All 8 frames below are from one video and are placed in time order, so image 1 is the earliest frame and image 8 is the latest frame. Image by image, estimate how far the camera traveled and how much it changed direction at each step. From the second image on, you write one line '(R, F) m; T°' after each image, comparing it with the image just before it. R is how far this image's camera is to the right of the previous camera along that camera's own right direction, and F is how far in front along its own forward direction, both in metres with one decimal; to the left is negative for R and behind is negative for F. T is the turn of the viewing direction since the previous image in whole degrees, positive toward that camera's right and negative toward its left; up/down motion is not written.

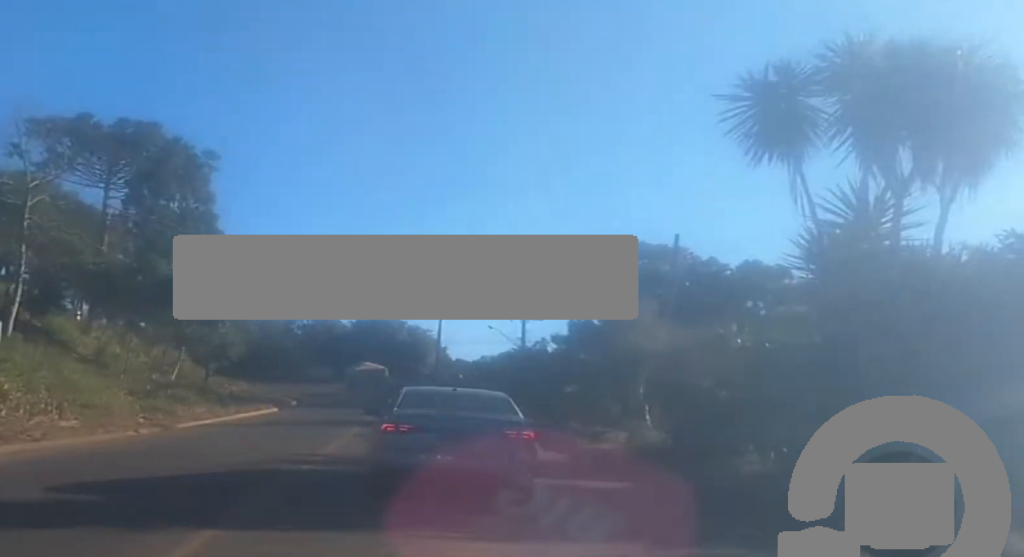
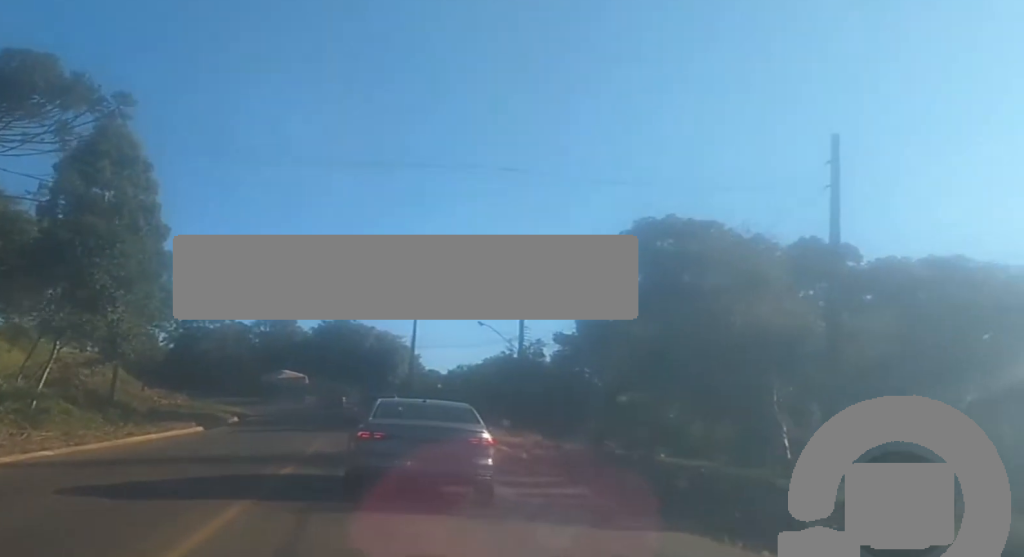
(+0.3, +15.4) m; +3°
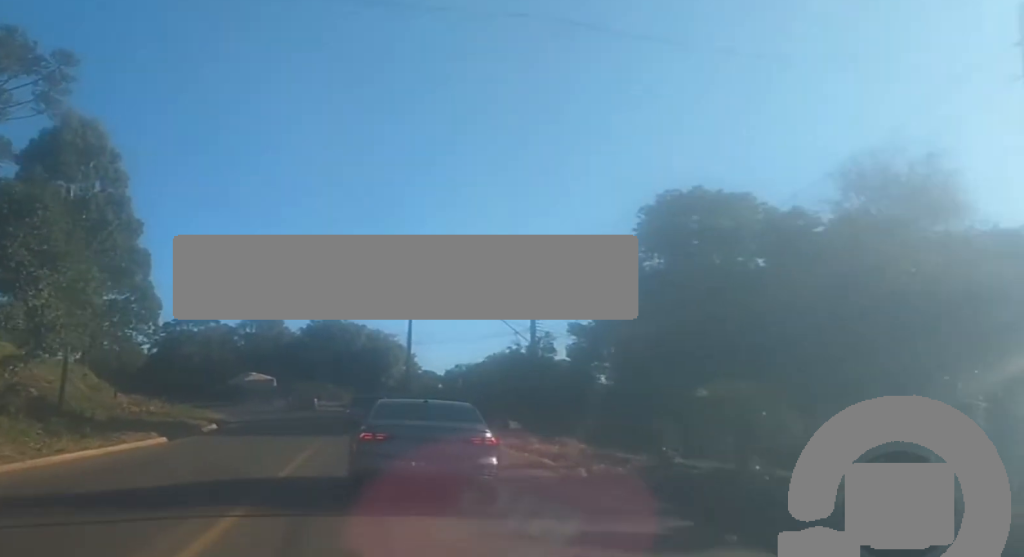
(+0.1, +7.1) m; +1°
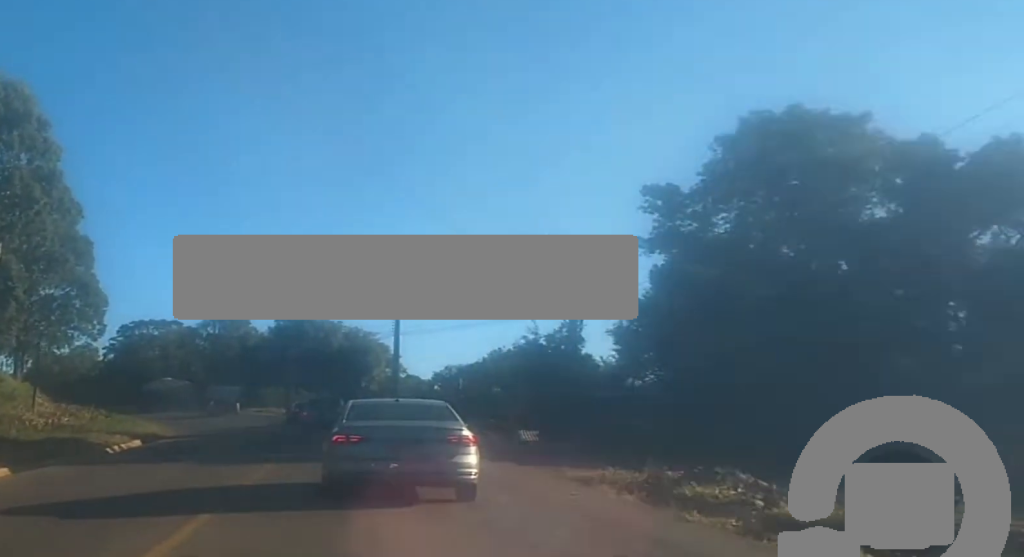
(-0.5, +15.1) m; -5°
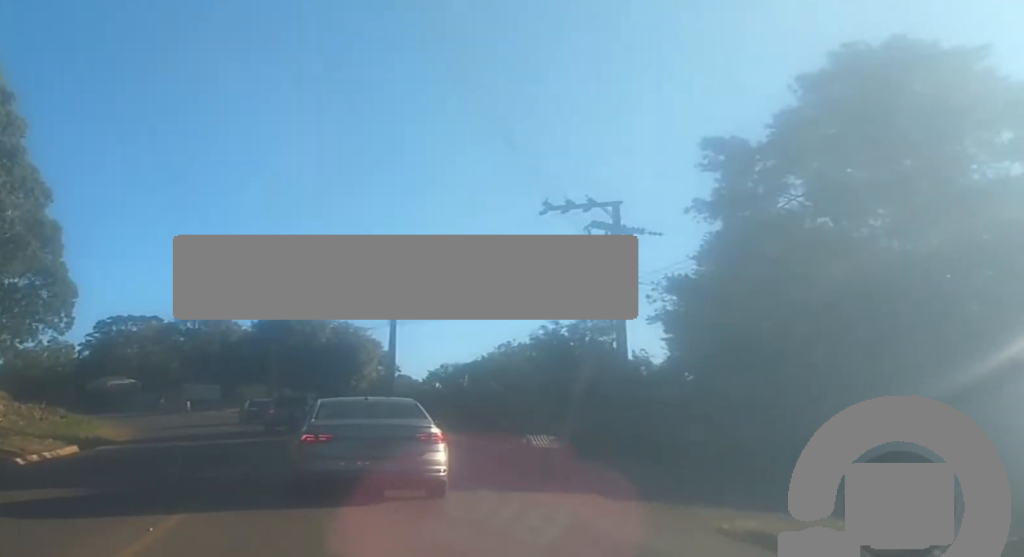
(-0.3, +8.5) m; -2°
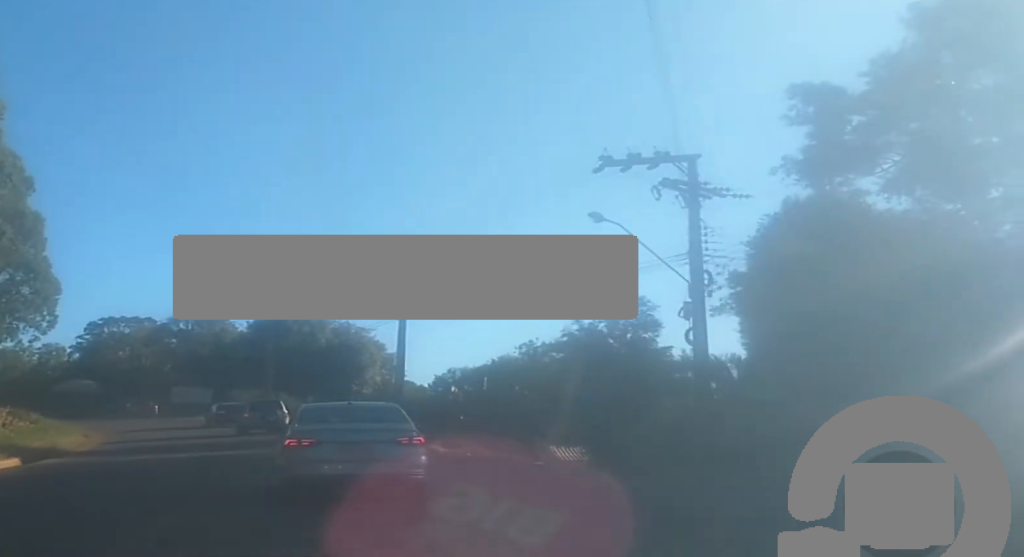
(0.0, +7.1) m; 0°
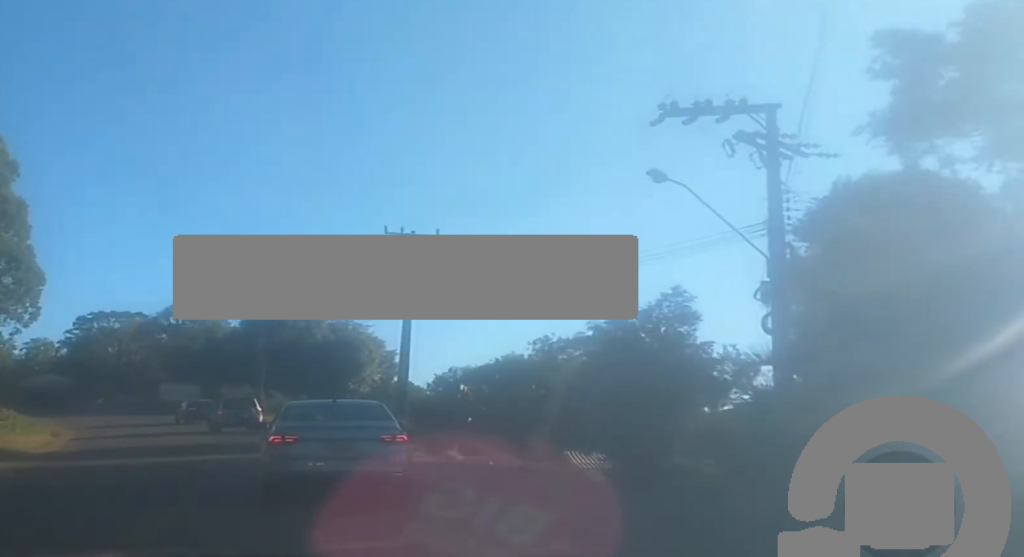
(0.0, +4.8) m; 0°
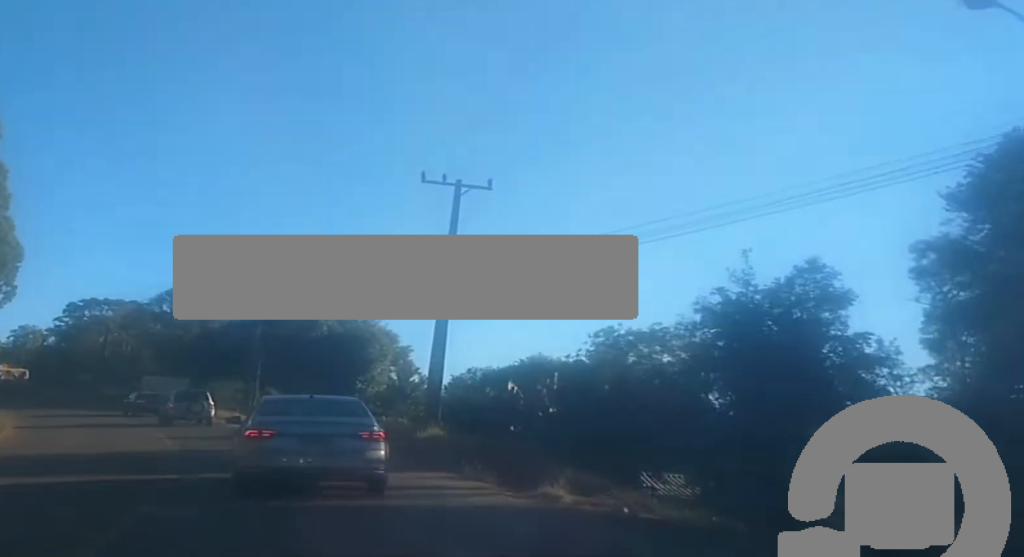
(0.0, +9.8) m; 0°
